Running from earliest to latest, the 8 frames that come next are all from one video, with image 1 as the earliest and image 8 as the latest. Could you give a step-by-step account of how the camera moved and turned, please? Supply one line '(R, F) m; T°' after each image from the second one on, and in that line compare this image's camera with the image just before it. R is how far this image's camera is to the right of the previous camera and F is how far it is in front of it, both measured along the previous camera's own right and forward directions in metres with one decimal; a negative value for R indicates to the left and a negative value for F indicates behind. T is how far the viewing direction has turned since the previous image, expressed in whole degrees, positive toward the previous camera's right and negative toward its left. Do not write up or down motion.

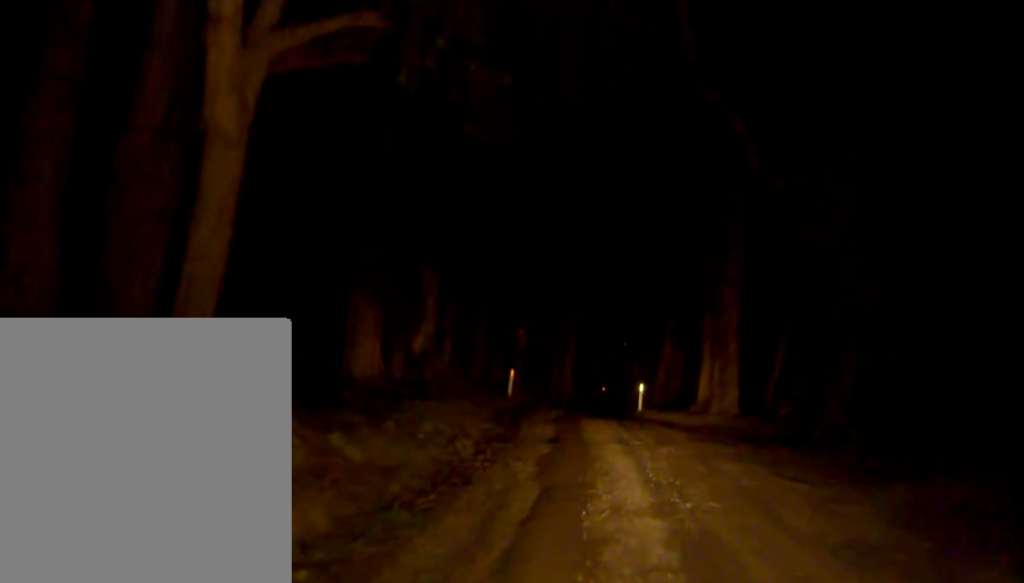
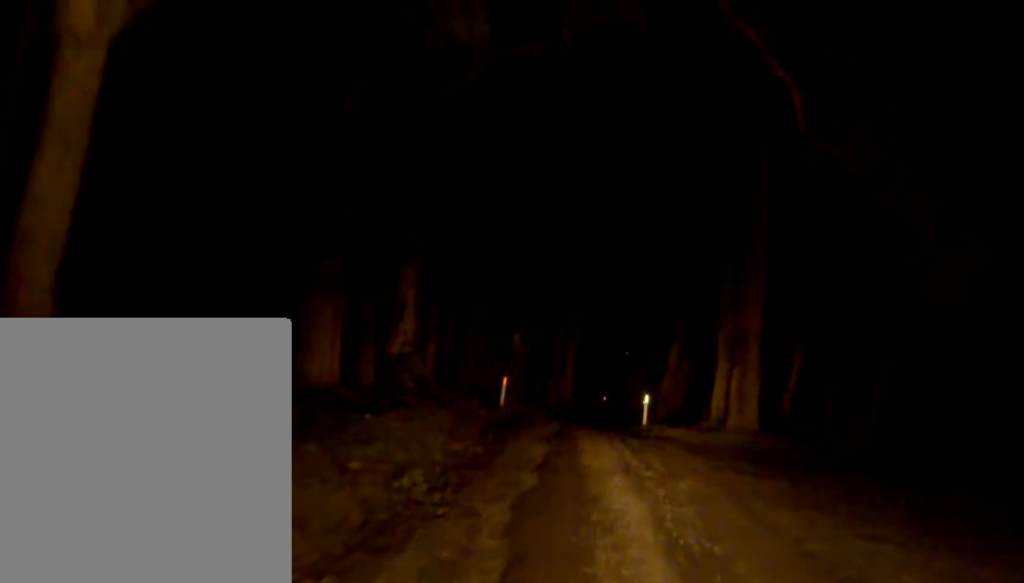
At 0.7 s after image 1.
(0.0, +3.2) m; -2°
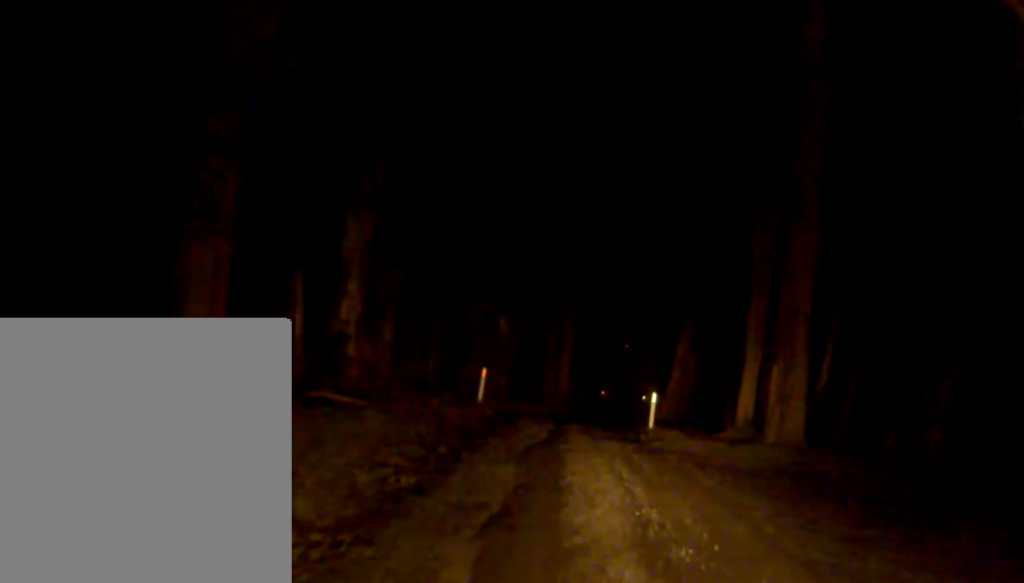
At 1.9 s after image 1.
(-0.1, +5.2) m; +7°
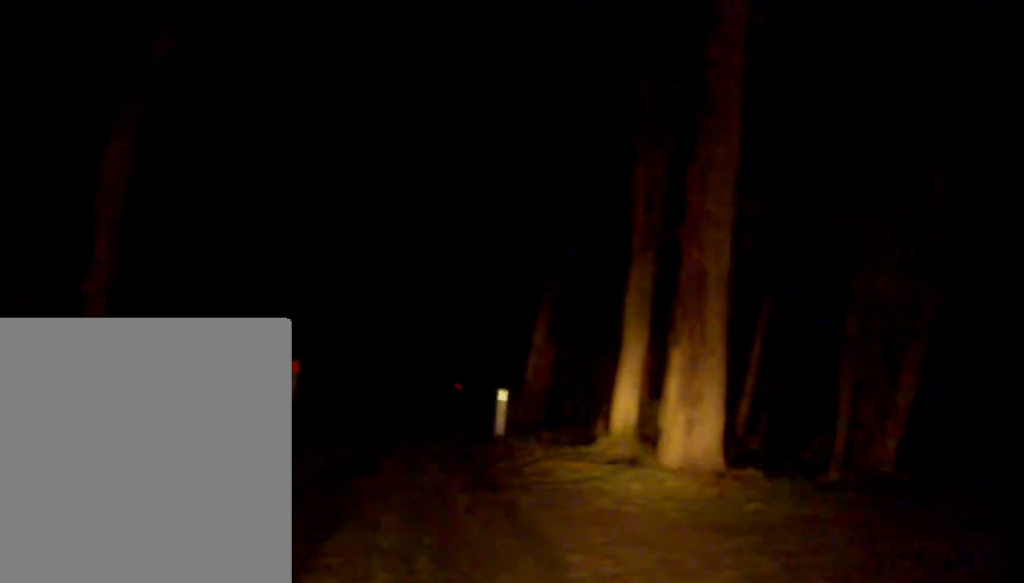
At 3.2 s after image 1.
(+0.8, +4.6) m; +20°
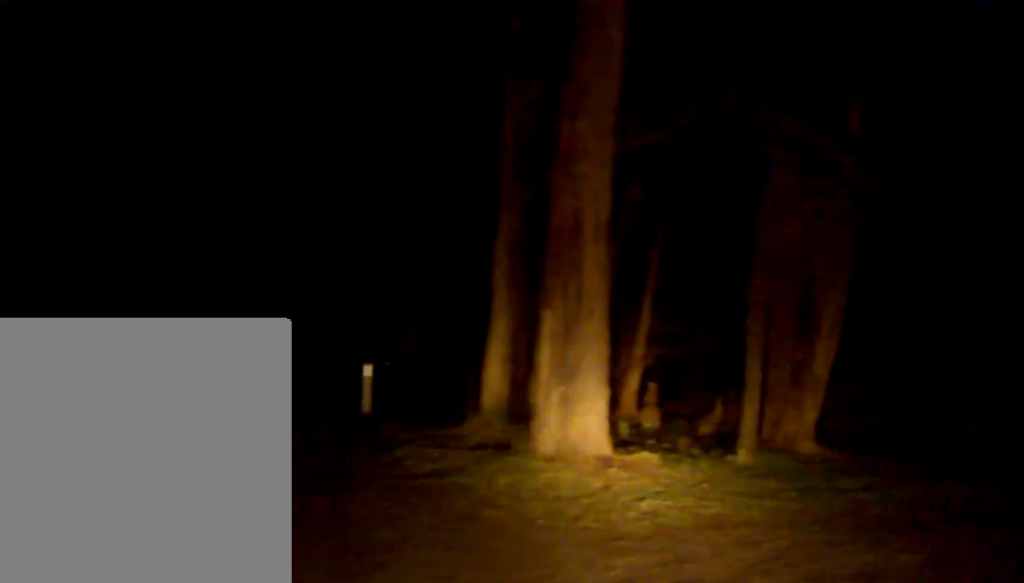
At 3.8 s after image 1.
(+0.1, +1.6) m; +2°
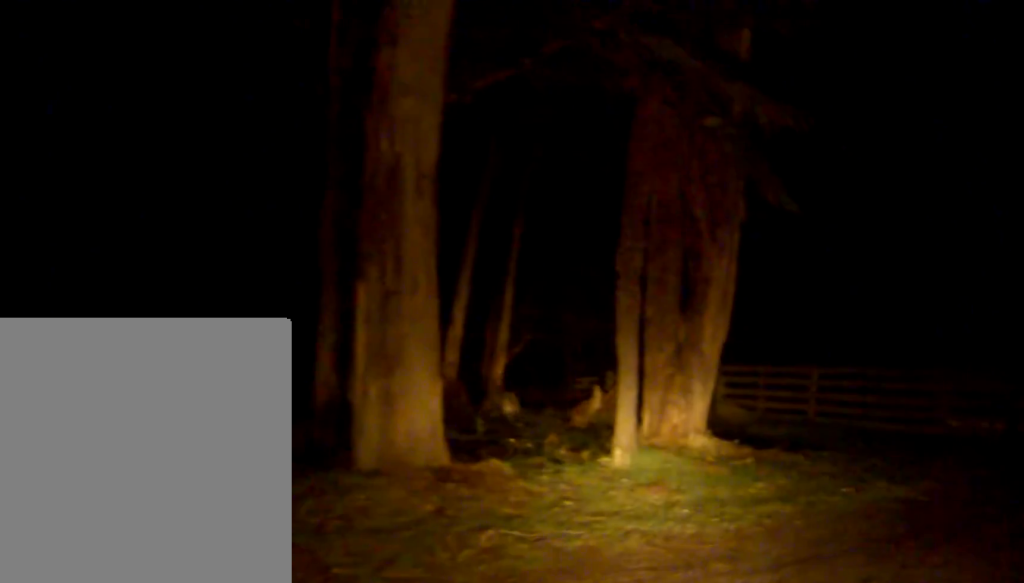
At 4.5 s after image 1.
(+0.1, +1.9) m; -4°
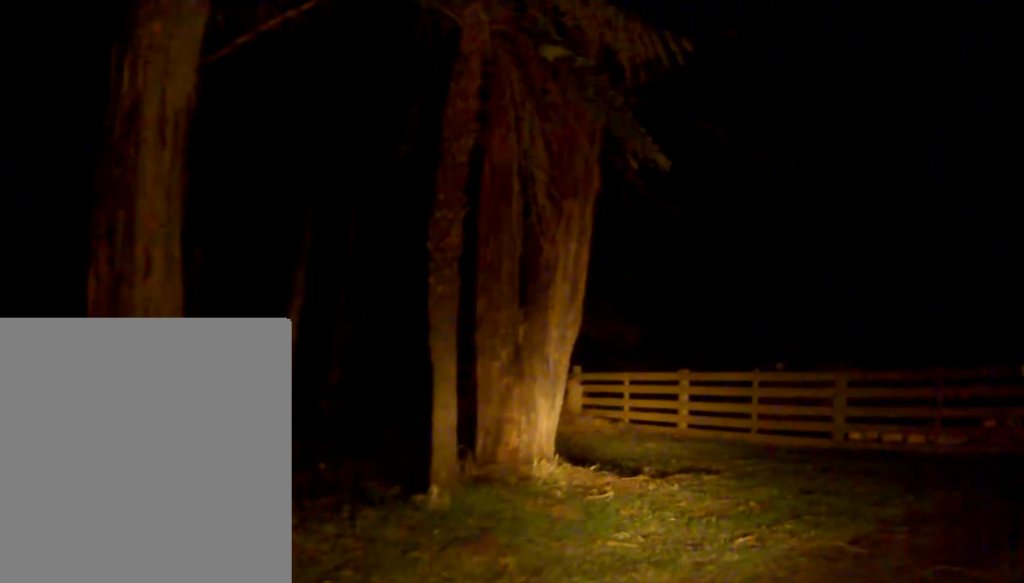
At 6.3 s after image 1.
(+0.1, +3.0) m; +24°
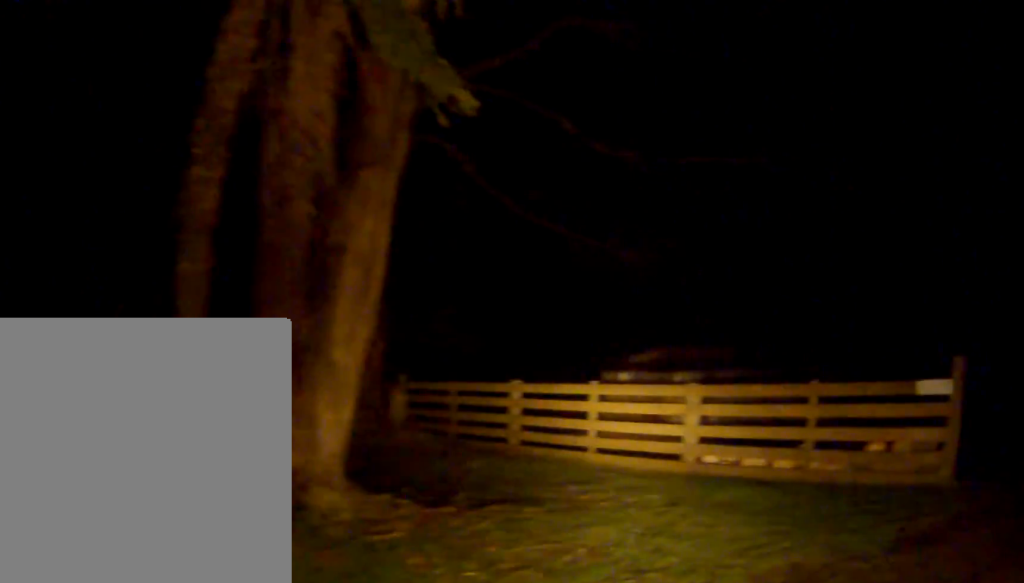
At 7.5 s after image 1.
(+0.2, +2.0) m; +8°
